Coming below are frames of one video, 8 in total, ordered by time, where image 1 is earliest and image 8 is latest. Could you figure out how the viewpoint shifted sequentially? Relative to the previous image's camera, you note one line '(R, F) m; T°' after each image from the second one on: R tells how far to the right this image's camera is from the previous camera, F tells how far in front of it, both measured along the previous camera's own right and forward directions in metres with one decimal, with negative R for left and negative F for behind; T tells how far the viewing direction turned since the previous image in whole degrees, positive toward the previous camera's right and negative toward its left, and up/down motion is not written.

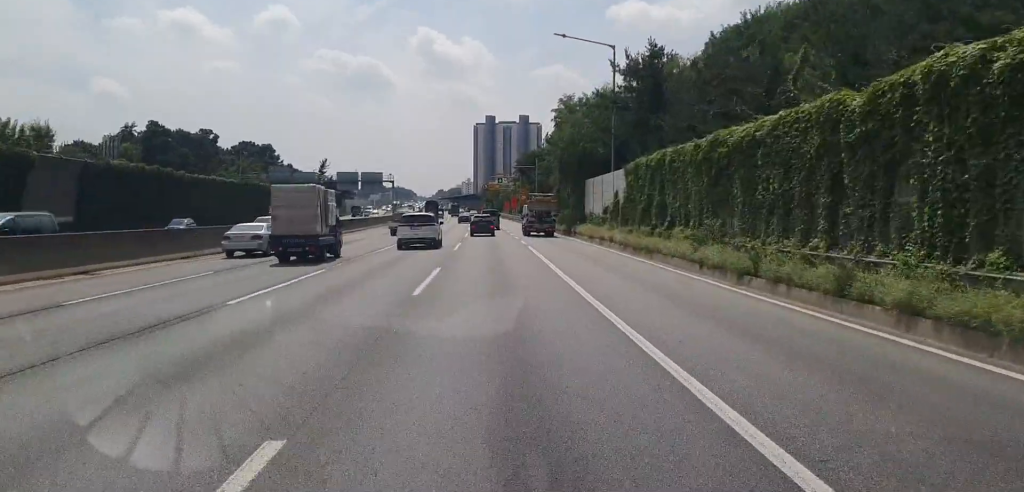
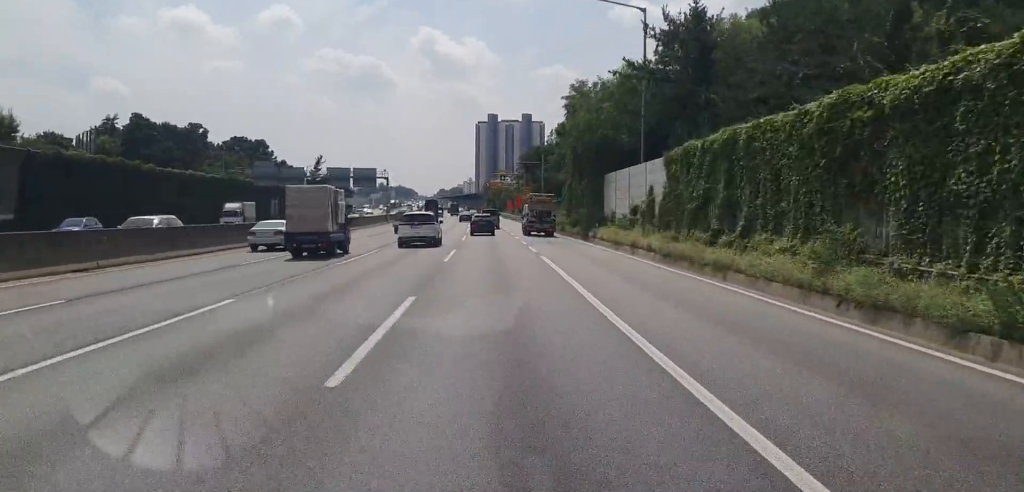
(-0.3, +8.7) m; -1°
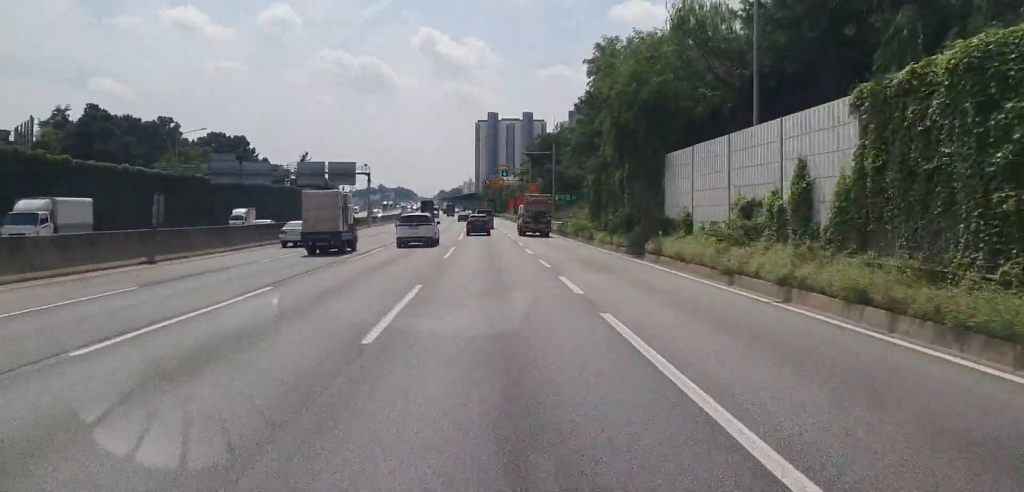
(+0.2, +16.8) m; +1°
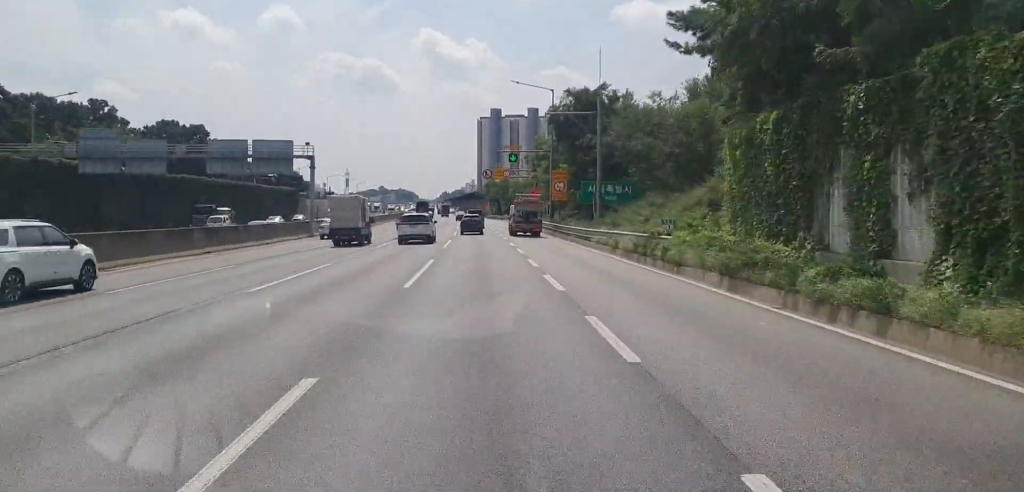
(0.0, +31.4) m; 0°
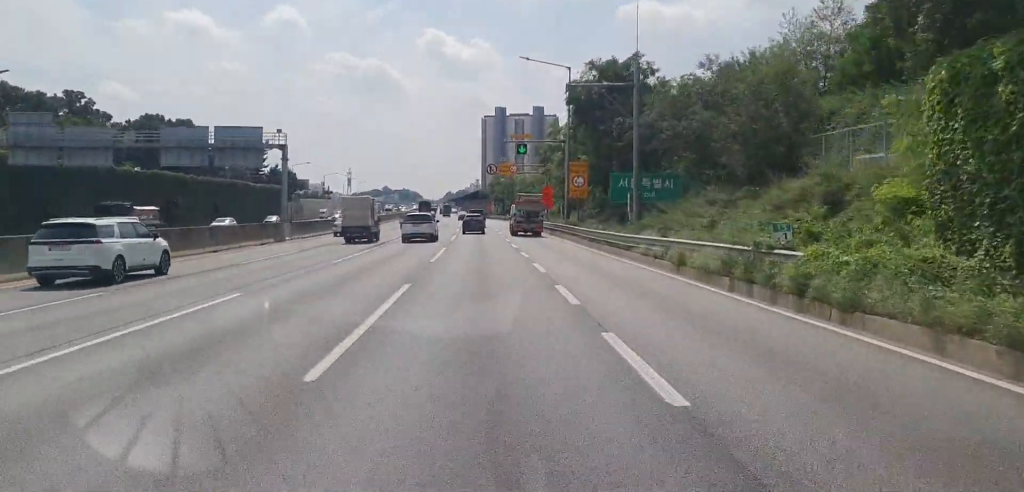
(0.0, +10.3) m; 0°
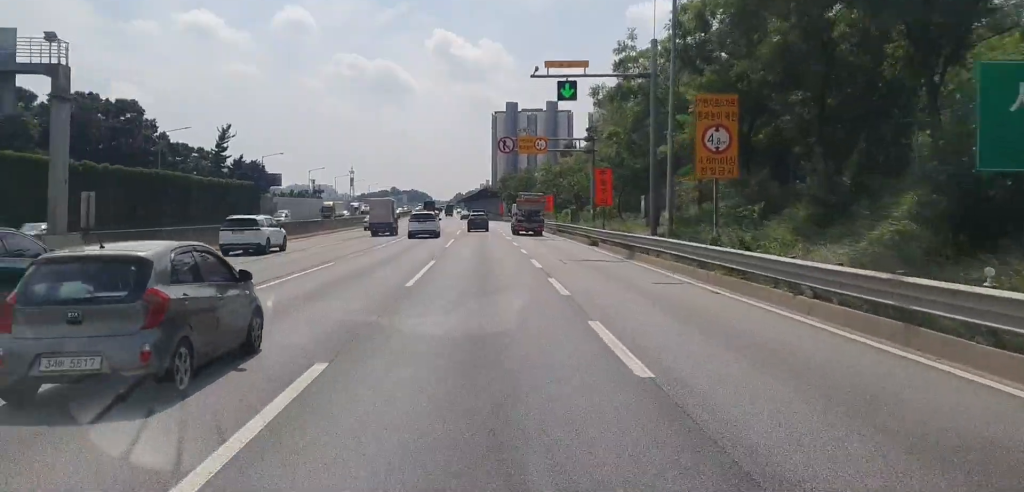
(0.0, +29.8) m; 0°
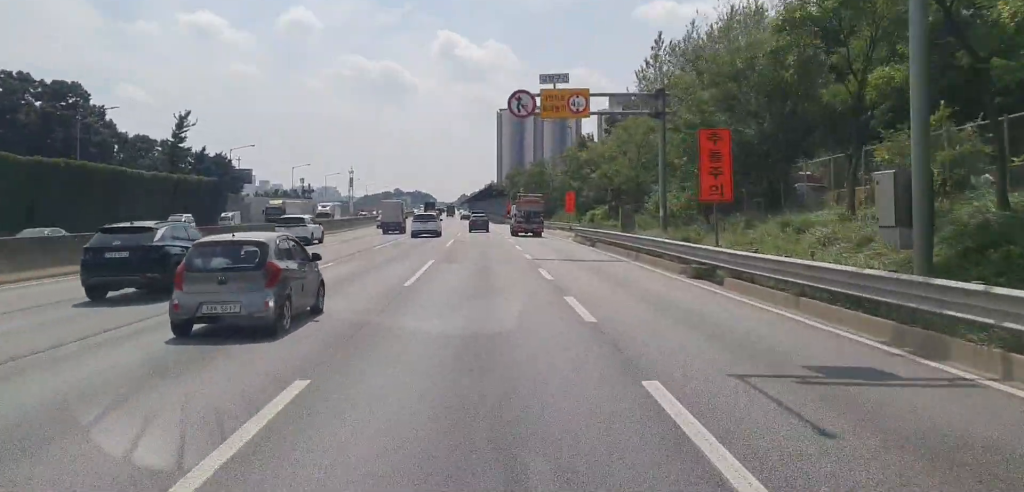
(-0.2, +19.7) m; -1°
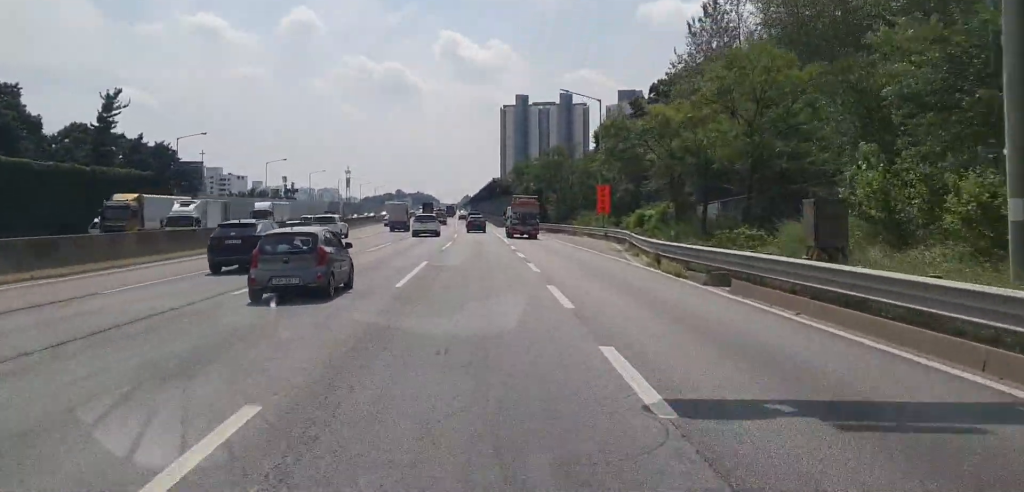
(0.0, +21.4) m; 0°
